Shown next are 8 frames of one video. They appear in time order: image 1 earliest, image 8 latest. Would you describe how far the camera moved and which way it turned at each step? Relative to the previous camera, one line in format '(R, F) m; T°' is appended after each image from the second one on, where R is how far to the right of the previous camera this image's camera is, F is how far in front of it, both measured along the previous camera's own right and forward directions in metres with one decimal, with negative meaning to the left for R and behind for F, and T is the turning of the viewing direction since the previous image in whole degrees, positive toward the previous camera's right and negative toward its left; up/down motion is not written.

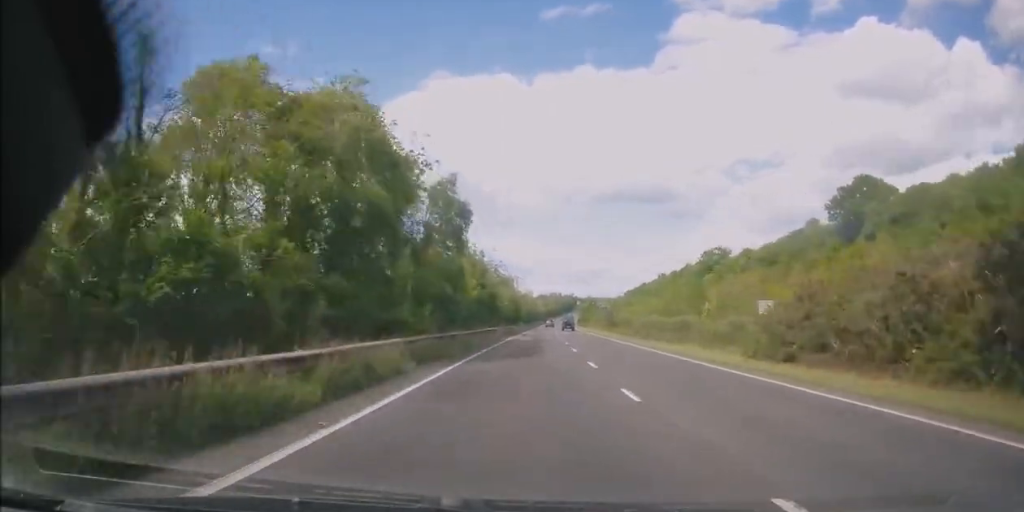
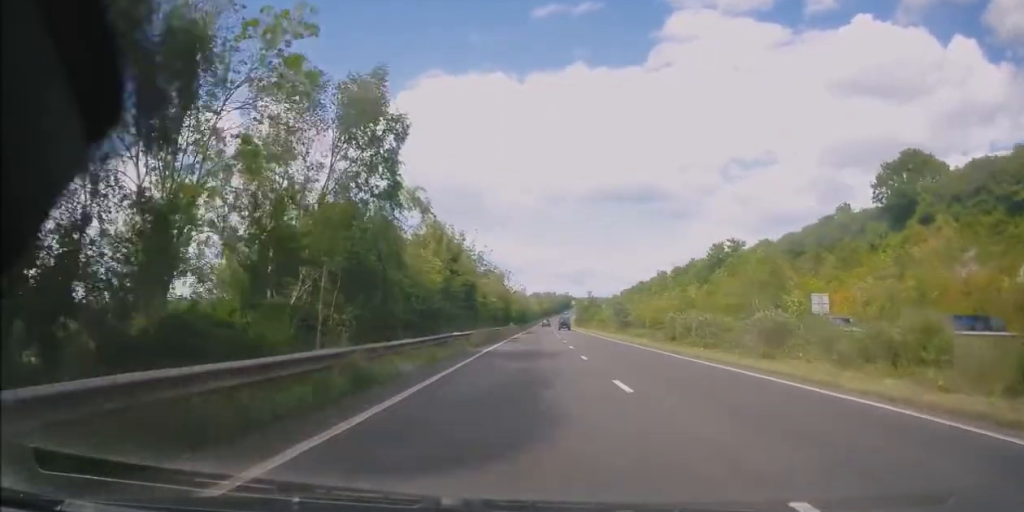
(+0.2, +15.2) m; +1°
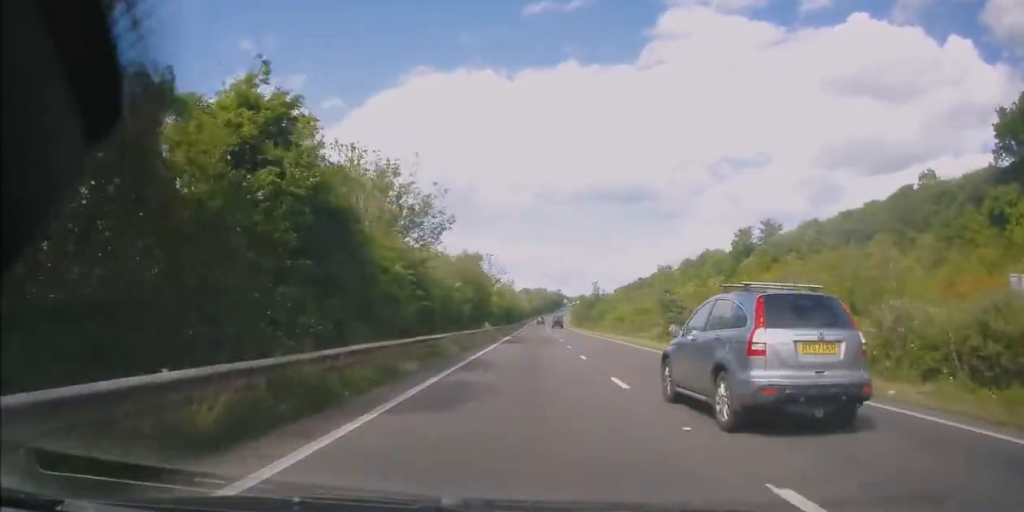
(+0.3, +27.1) m; 0°
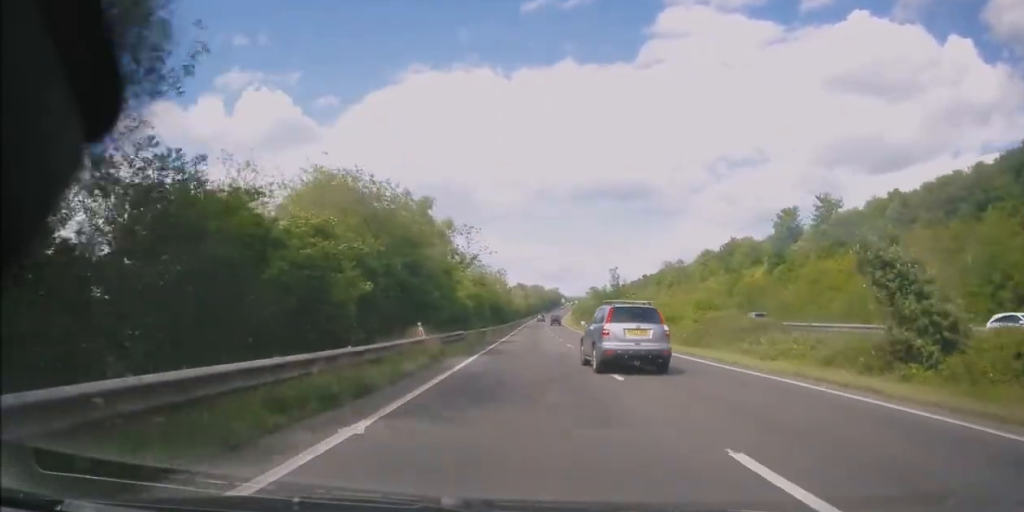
(-0.1, +26.2) m; +1°
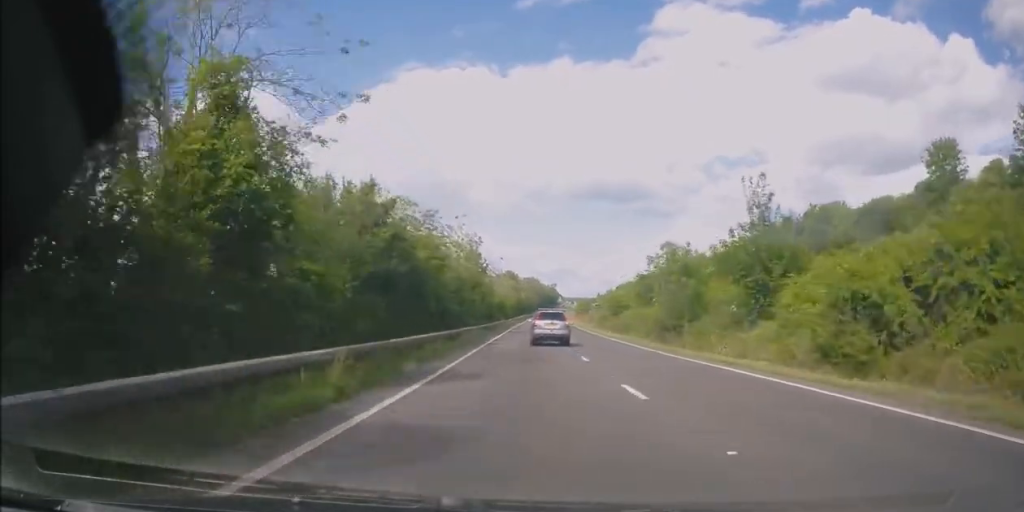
(+0.8, +48.8) m; 0°
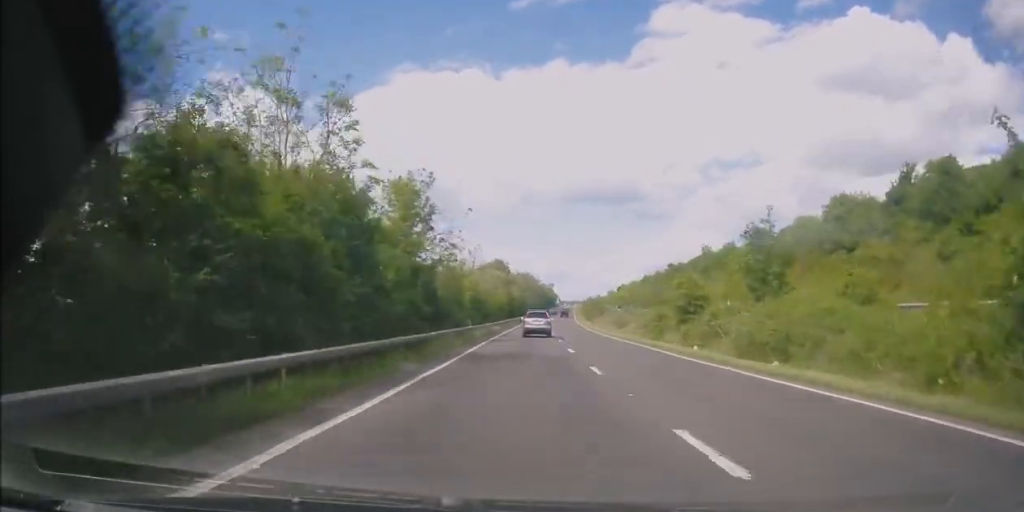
(-0.2, +31.6) m; 0°
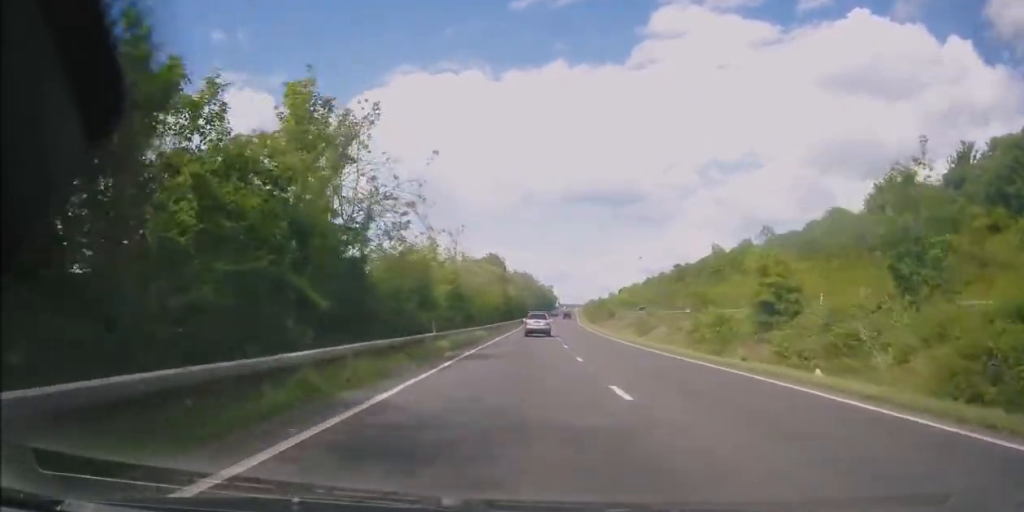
(+0.1, +13.3) m; +1°
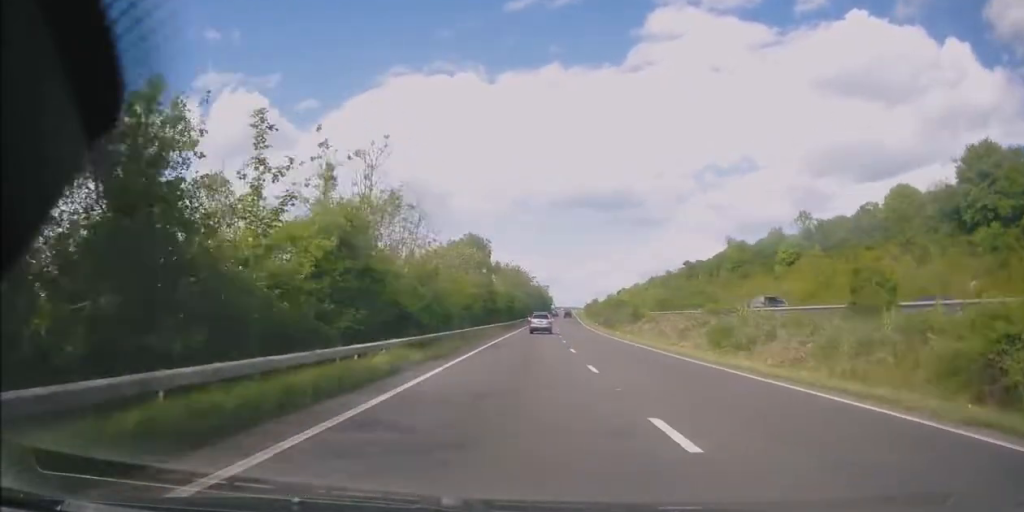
(0.0, +22.3) m; +1°
